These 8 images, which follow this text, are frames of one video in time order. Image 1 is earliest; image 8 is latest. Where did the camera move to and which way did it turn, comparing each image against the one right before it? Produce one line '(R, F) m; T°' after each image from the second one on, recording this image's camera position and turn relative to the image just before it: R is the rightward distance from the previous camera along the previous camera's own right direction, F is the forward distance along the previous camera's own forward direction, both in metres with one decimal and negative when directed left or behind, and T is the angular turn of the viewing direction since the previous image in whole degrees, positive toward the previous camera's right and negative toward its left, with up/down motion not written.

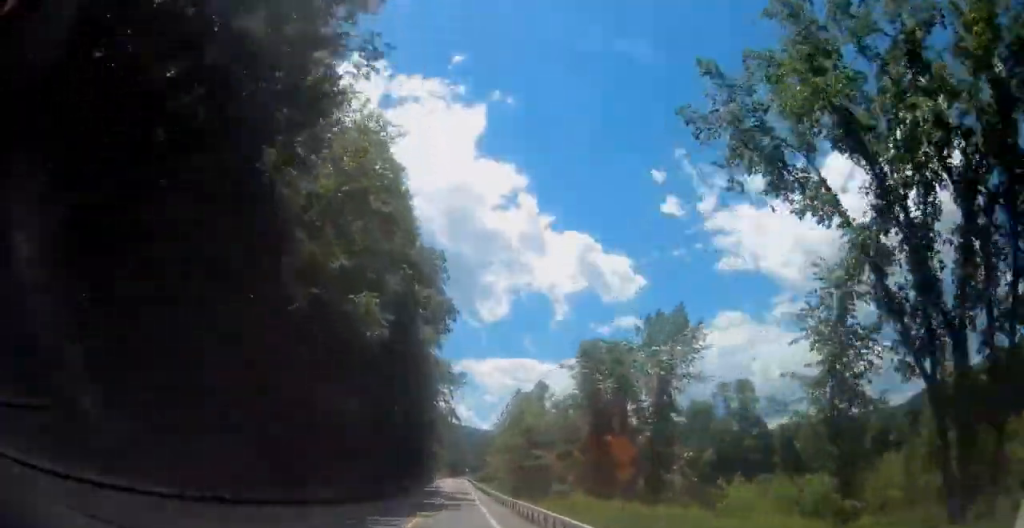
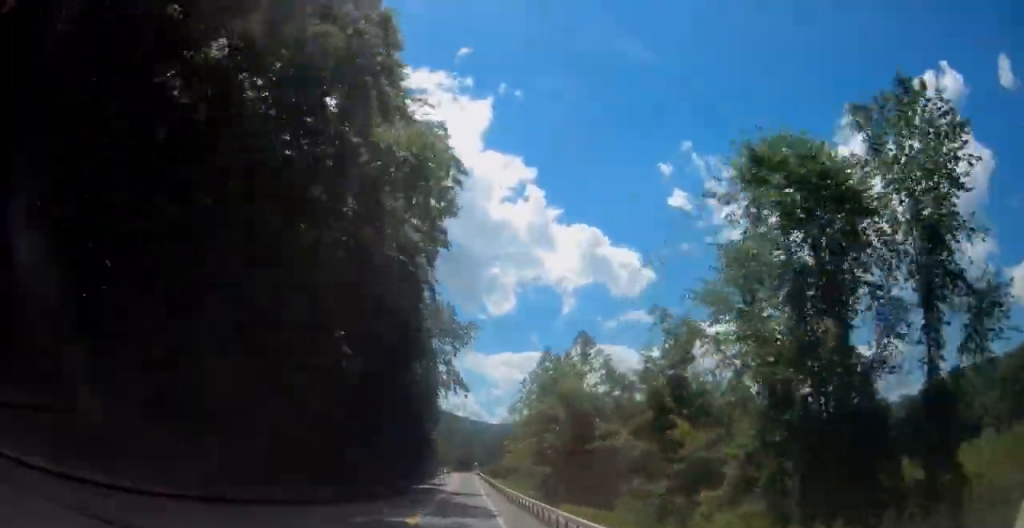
(-0.3, +21.6) m; -1°
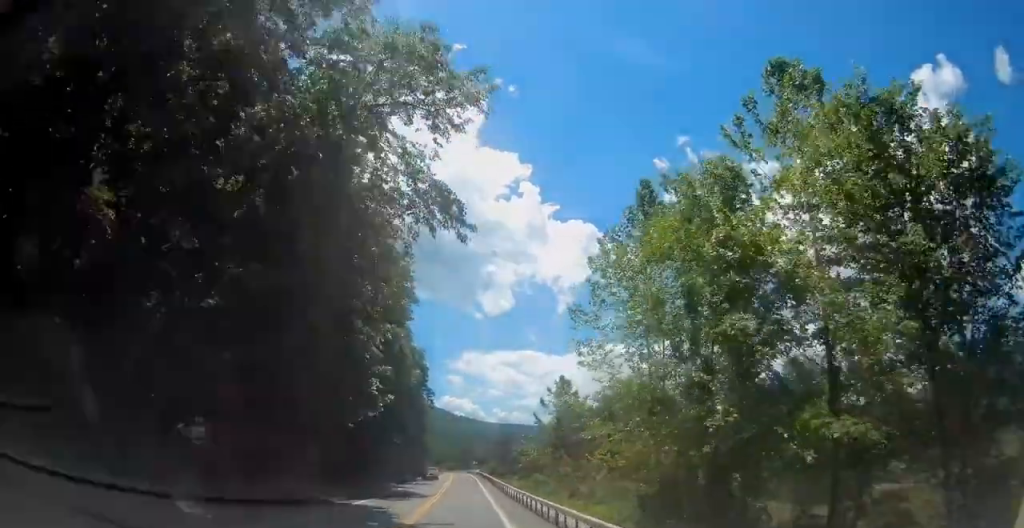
(-0.2, +34.7) m; -1°
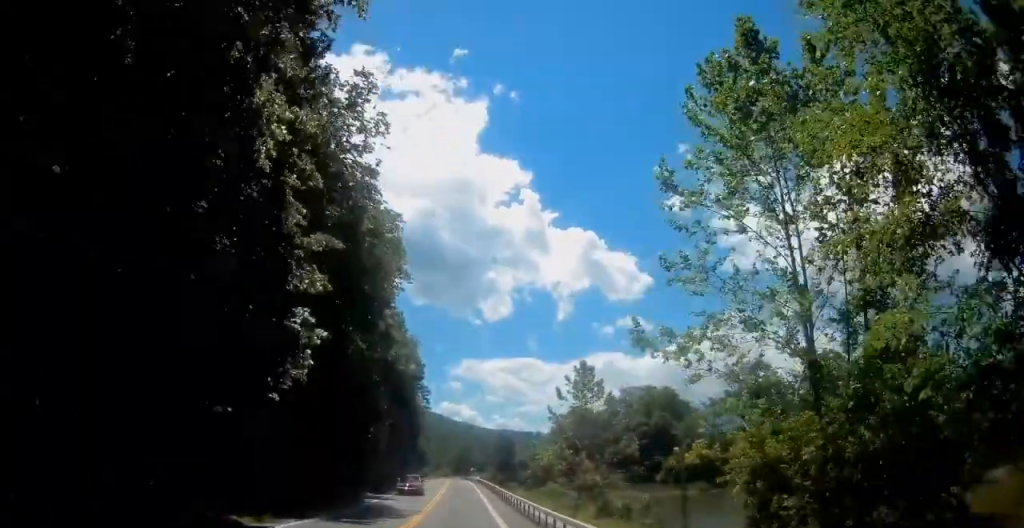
(-0.1, +11.7) m; 0°
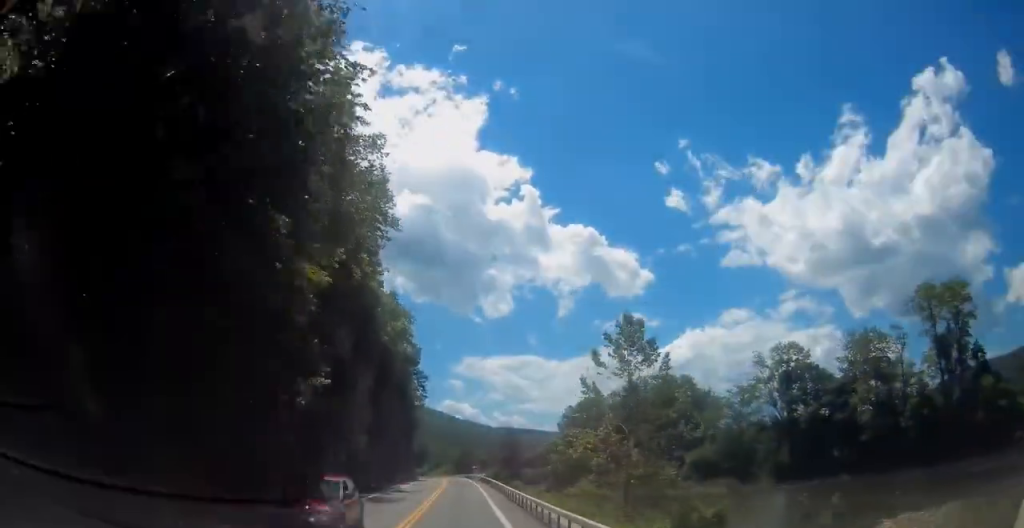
(0.0, +13.7) m; 0°
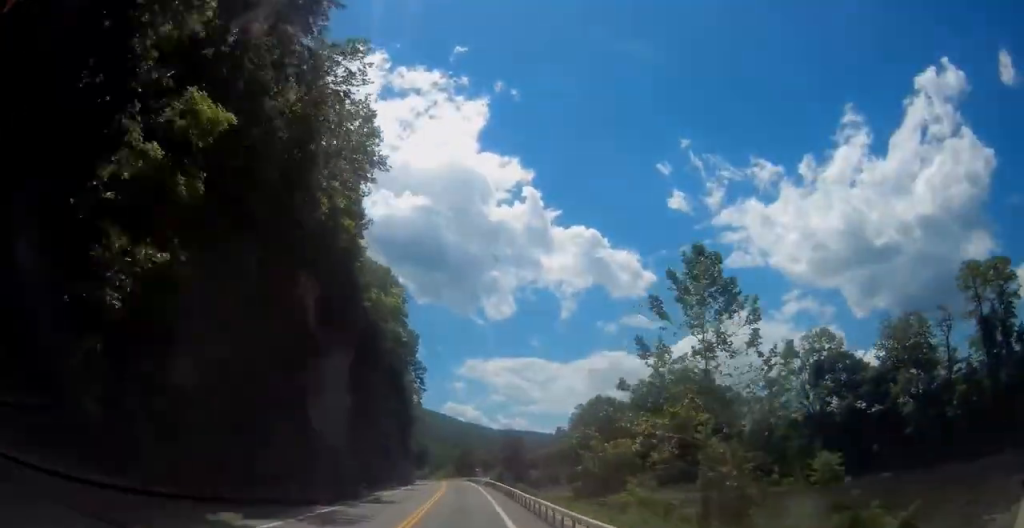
(0.0, +11.3) m; 0°
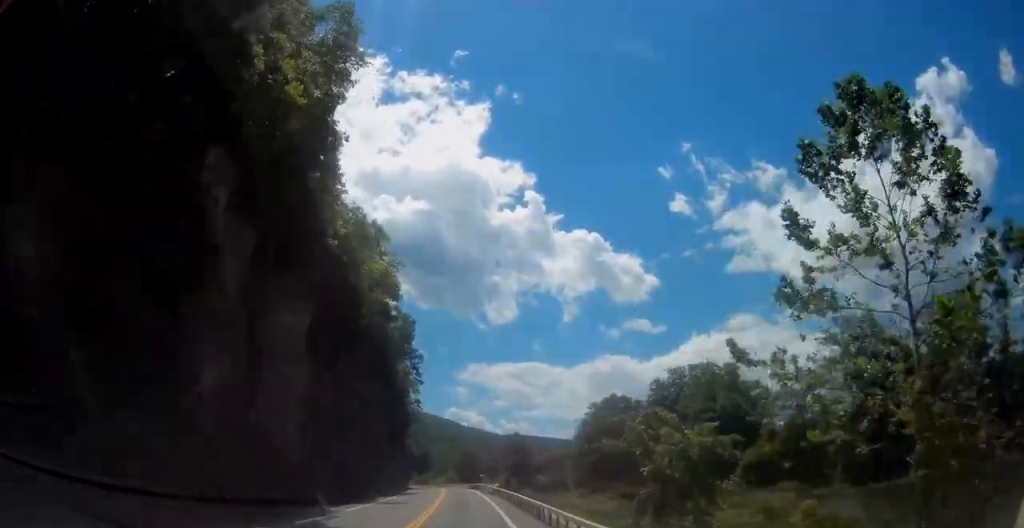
(0.0, +12.7) m; 0°
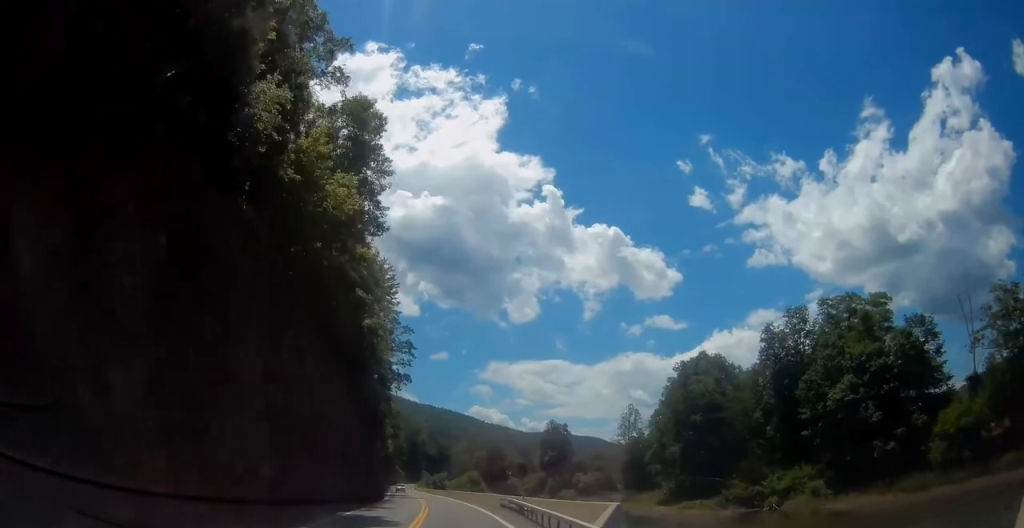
(-0.6, +49.5) m; -2°
